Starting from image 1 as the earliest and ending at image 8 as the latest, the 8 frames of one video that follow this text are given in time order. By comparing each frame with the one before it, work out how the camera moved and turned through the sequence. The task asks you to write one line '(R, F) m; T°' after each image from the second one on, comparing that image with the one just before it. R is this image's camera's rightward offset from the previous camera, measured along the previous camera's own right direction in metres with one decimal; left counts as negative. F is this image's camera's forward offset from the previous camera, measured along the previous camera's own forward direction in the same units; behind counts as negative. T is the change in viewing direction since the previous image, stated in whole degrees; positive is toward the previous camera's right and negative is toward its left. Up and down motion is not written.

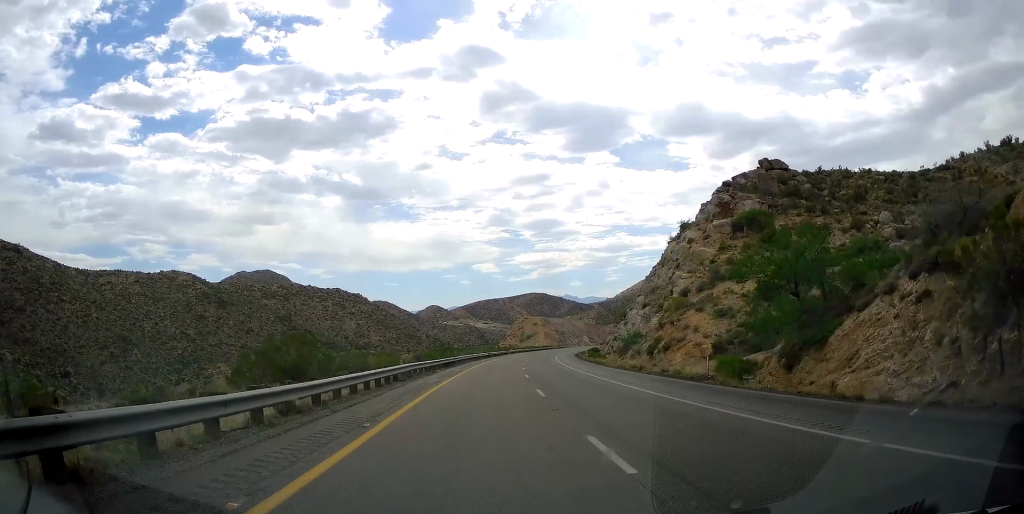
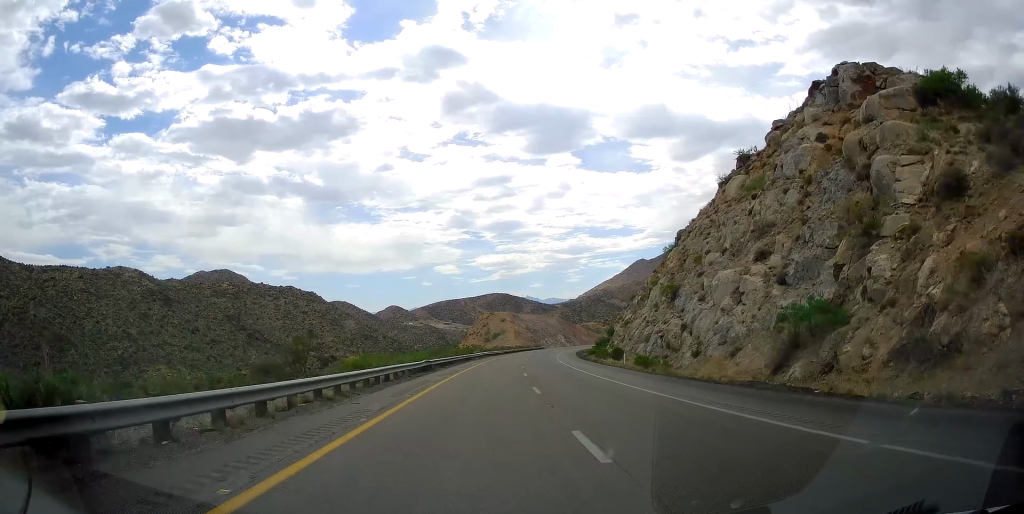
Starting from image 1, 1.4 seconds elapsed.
(+2.0, +48.1) m; +5°
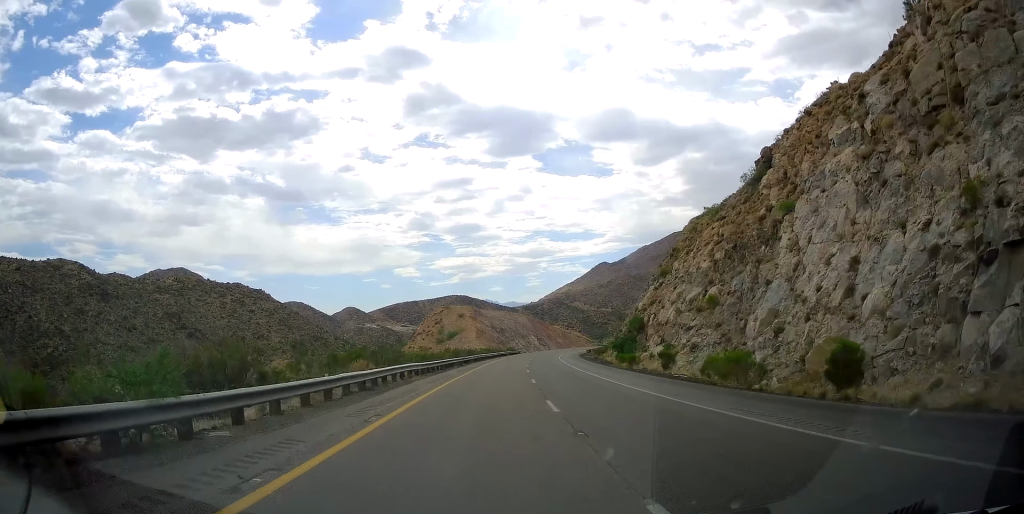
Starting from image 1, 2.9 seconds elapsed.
(+2.8, +54.0) m; +5°
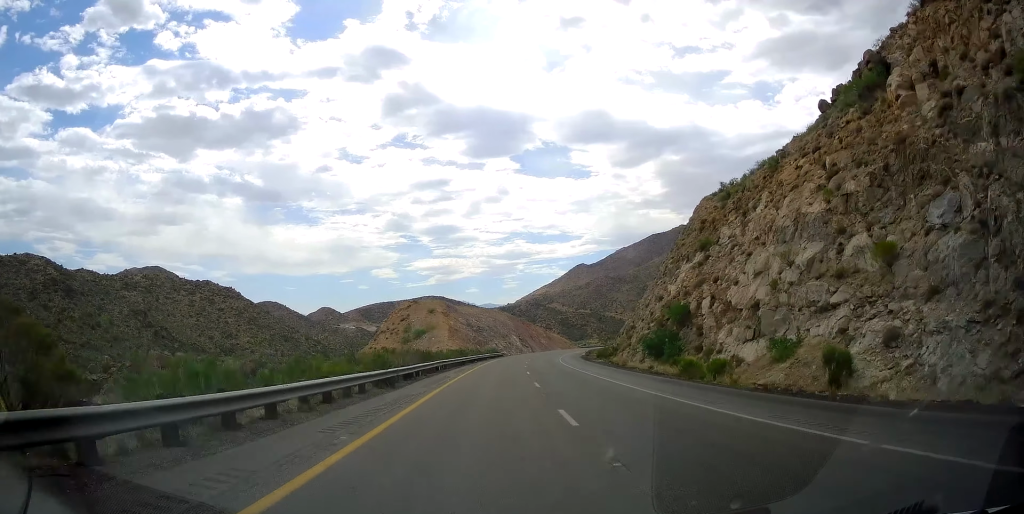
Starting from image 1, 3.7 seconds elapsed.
(+0.5, +27.1) m; +2°
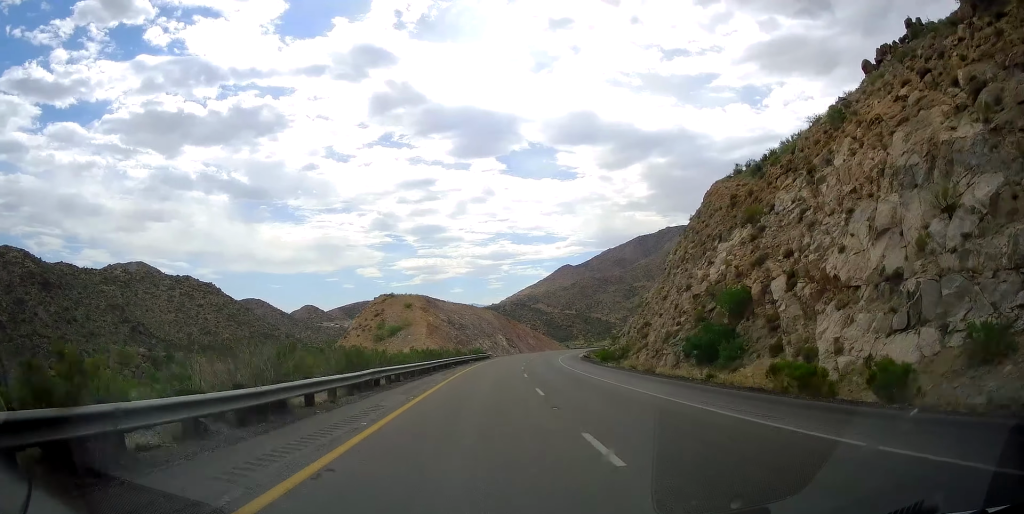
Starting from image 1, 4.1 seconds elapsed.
(+0.1, +16.5) m; +1°
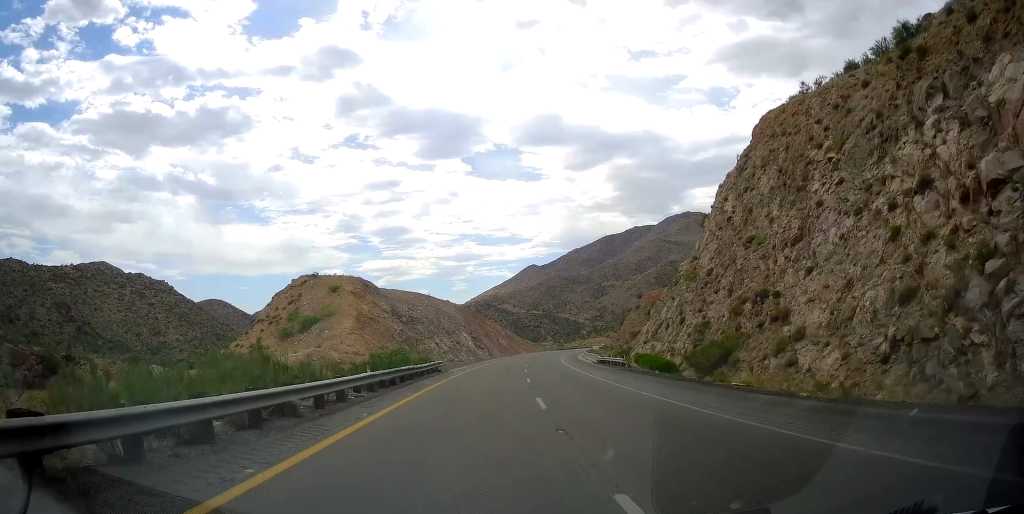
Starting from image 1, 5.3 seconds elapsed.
(+1.2, +41.2) m; +4°
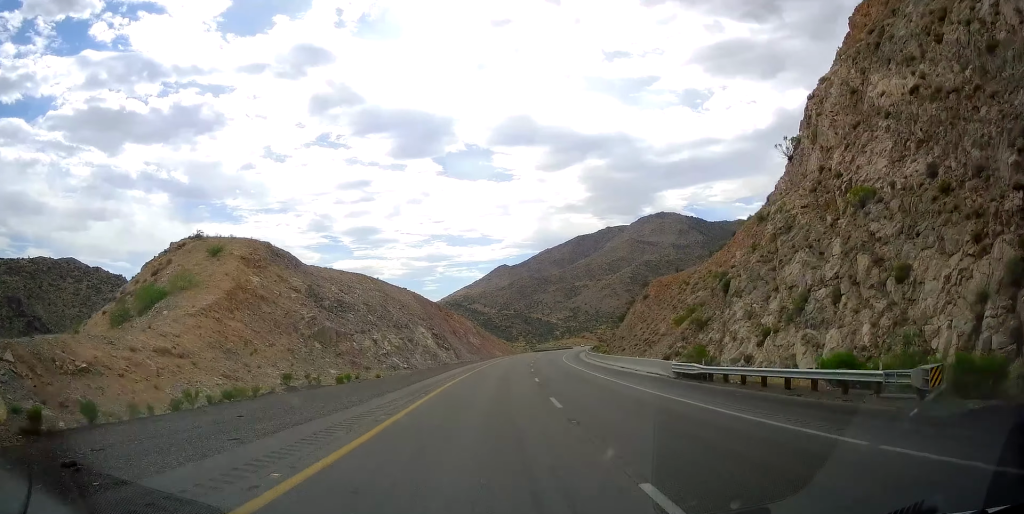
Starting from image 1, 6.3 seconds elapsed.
(+1.2, +36.6) m; +3°
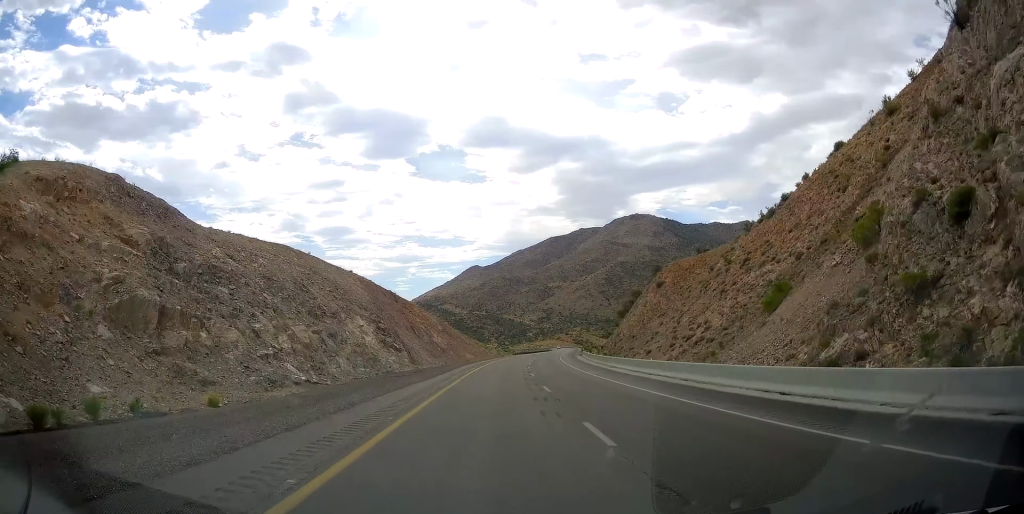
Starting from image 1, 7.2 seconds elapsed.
(+0.5, +30.8) m; +2°
